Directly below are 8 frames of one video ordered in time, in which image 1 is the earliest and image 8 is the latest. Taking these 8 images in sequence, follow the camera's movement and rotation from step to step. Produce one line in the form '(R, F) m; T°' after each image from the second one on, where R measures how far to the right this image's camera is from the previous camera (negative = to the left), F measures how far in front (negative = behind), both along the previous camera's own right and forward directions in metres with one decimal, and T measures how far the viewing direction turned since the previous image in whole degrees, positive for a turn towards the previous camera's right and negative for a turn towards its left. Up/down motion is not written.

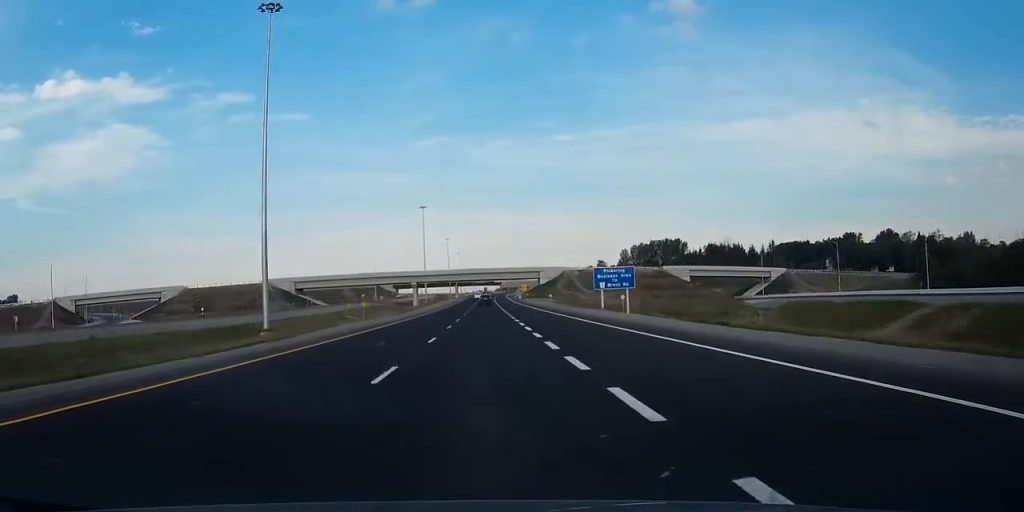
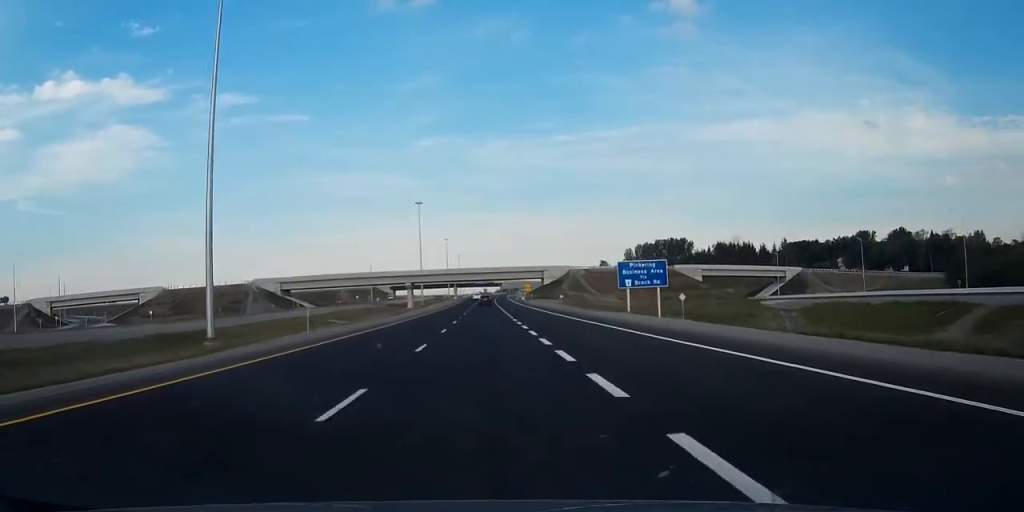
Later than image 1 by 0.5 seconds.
(0.0, +15.8) m; 0°
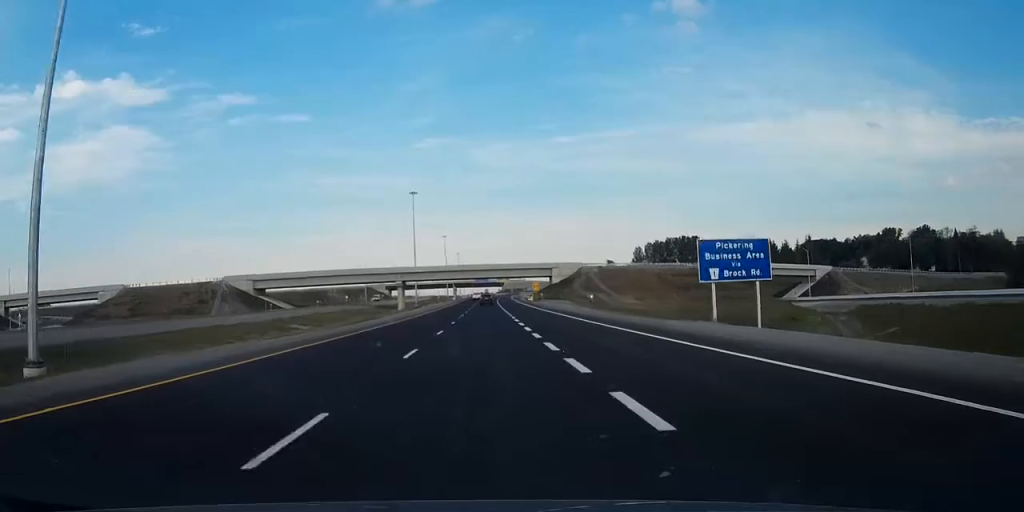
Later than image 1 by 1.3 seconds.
(0.0, +26.2) m; 0°
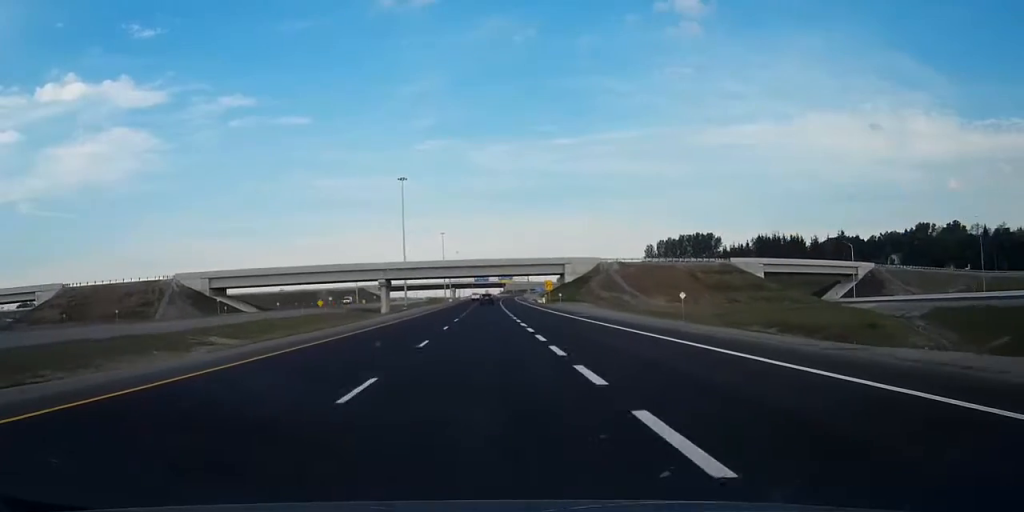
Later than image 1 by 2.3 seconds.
(0.0, +31.4) m; 0°
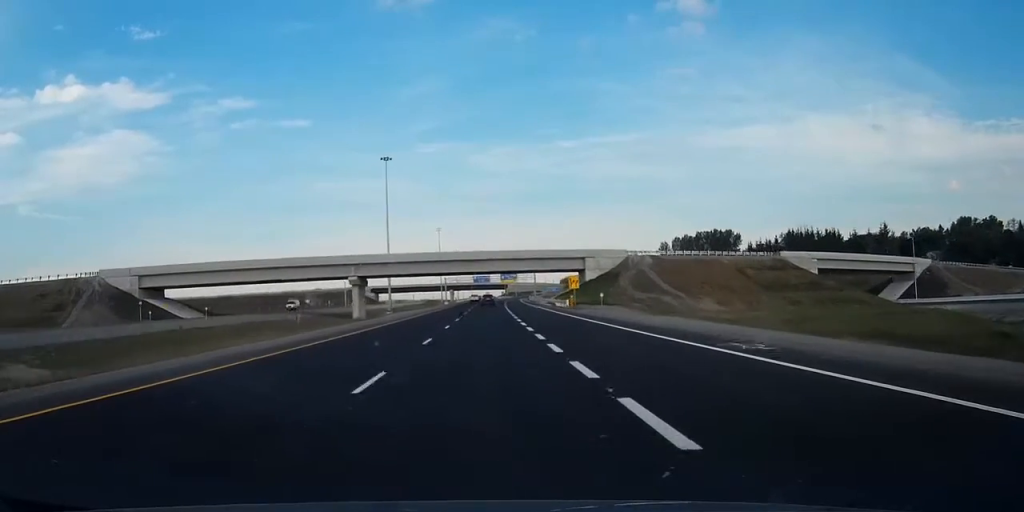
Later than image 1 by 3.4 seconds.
(0.0, +34.4) m; 0°
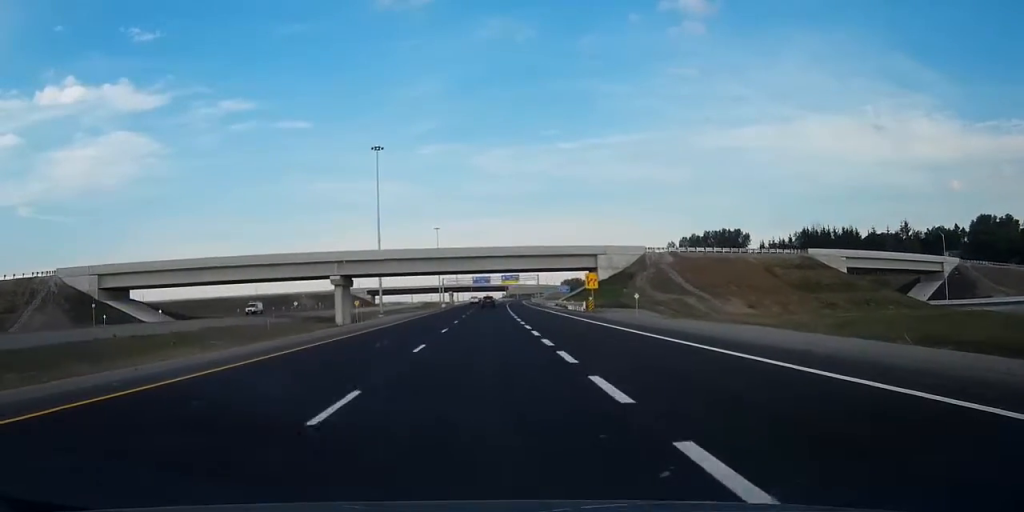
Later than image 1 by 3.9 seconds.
(0.0, +14.6) m; 0°
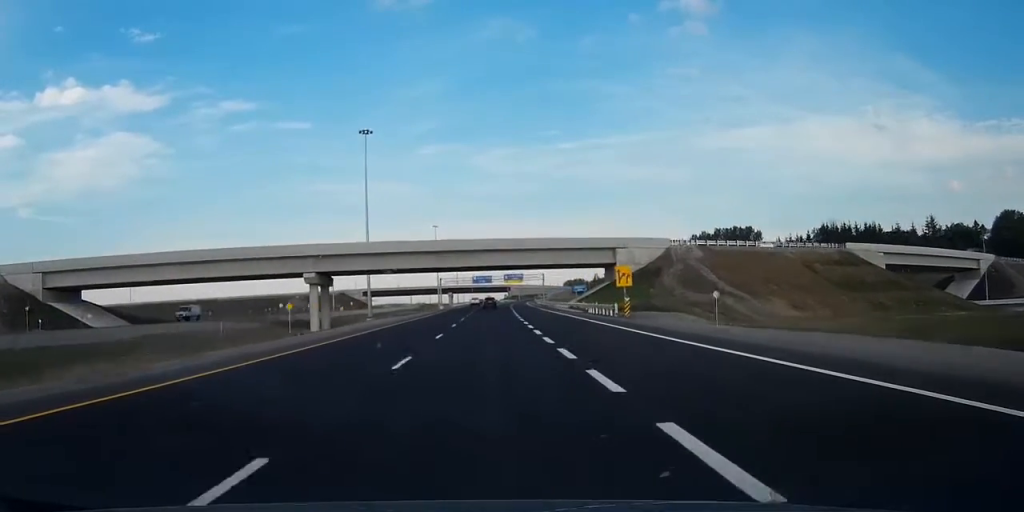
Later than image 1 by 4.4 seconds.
(0.0, +16.6) m; 0°
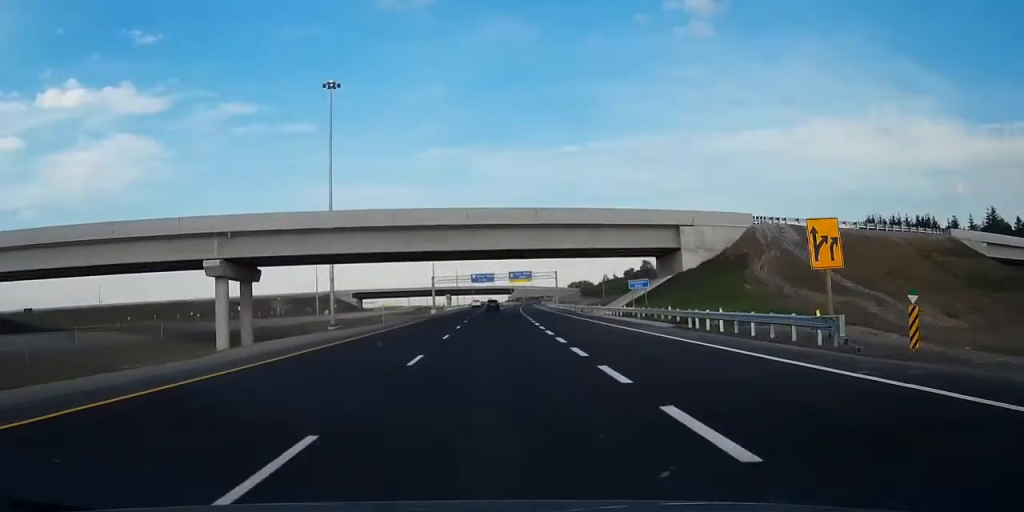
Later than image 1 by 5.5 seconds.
(0.0, +34.2) m; 0°
